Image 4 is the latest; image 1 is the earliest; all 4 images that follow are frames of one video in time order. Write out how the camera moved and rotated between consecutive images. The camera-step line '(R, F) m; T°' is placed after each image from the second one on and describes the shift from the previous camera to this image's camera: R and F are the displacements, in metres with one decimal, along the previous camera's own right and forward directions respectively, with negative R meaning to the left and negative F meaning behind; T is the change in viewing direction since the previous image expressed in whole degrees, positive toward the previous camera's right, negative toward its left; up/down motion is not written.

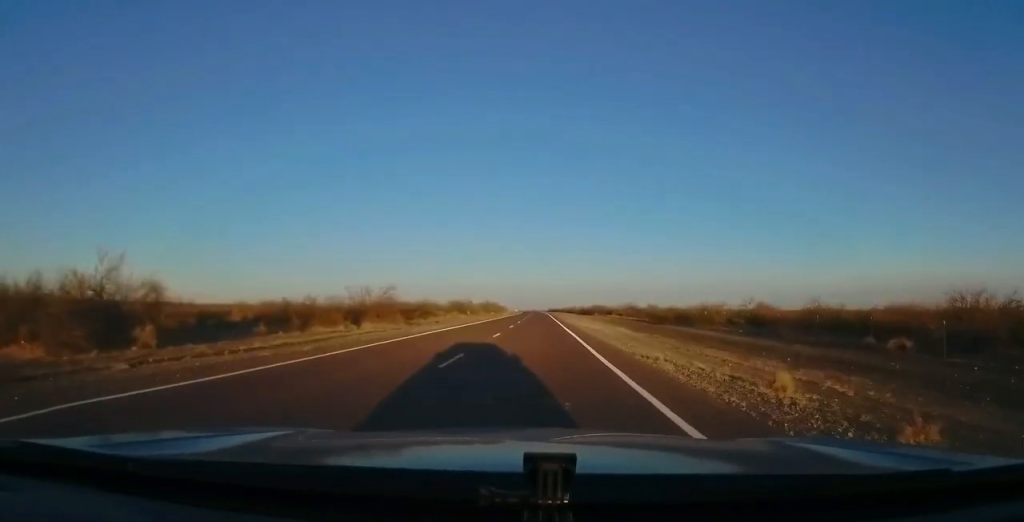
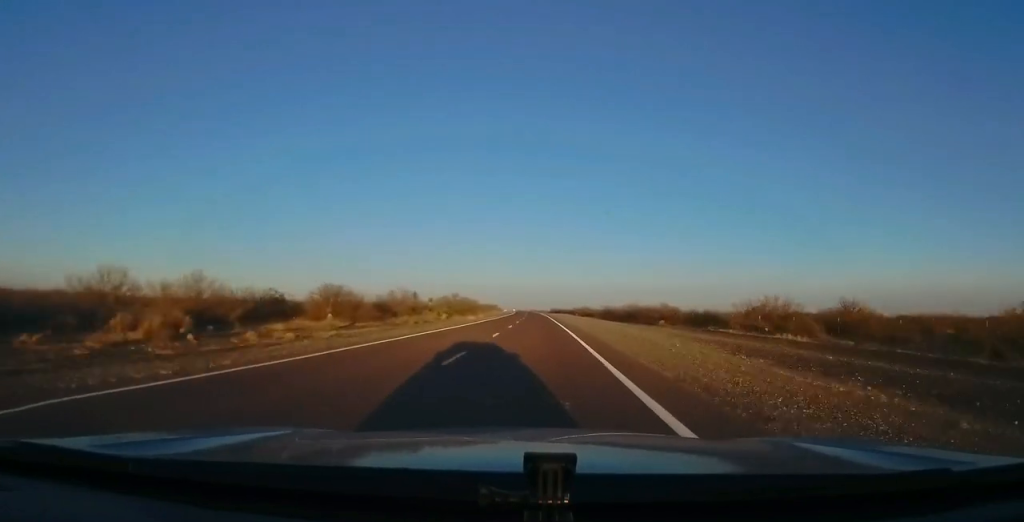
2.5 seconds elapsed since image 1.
(+1.0, +72.3) m; +1°
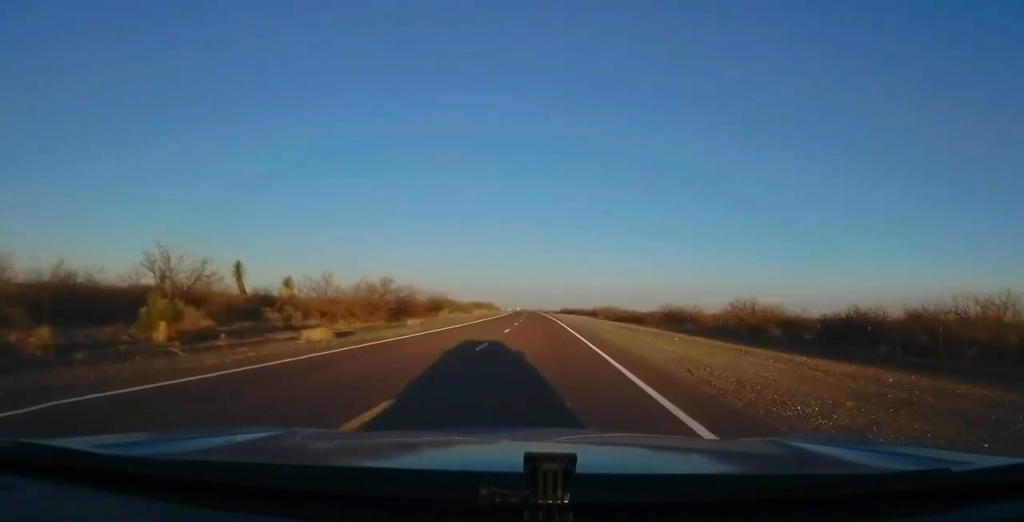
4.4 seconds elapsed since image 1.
(0.0, +56.5) m; -1°
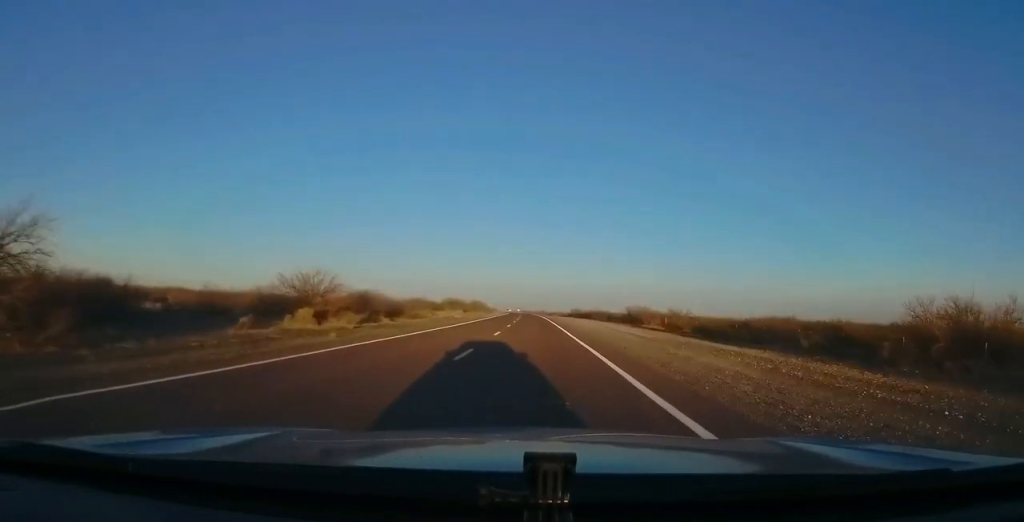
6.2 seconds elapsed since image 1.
(-0.4, +51.6) m; 0°
